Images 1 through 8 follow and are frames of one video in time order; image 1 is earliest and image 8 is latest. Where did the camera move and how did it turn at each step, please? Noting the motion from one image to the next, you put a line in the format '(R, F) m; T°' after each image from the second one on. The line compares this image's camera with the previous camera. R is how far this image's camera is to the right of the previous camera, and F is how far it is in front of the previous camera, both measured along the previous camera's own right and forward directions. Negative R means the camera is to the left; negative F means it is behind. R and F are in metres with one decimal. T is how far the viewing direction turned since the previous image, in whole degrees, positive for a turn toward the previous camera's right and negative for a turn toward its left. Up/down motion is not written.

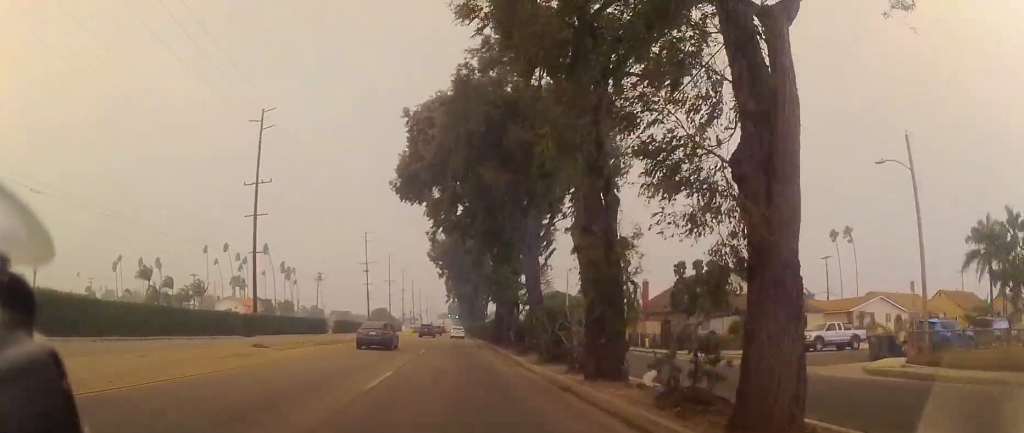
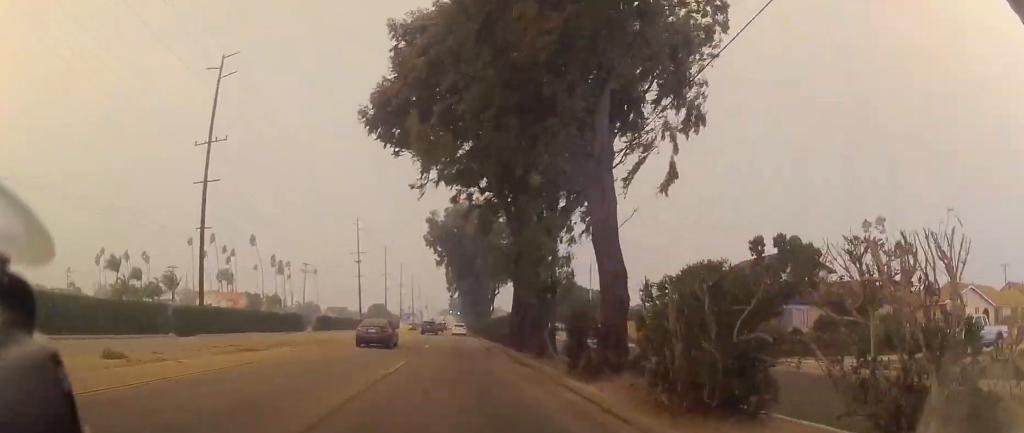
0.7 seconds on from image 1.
(0.0, +11.6) m; 0°
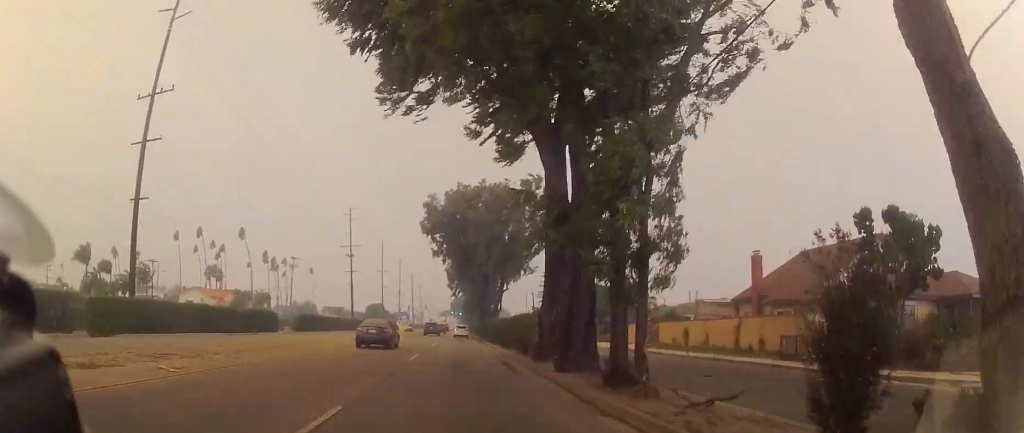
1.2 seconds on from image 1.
(0.0, +9.7) m; 0°
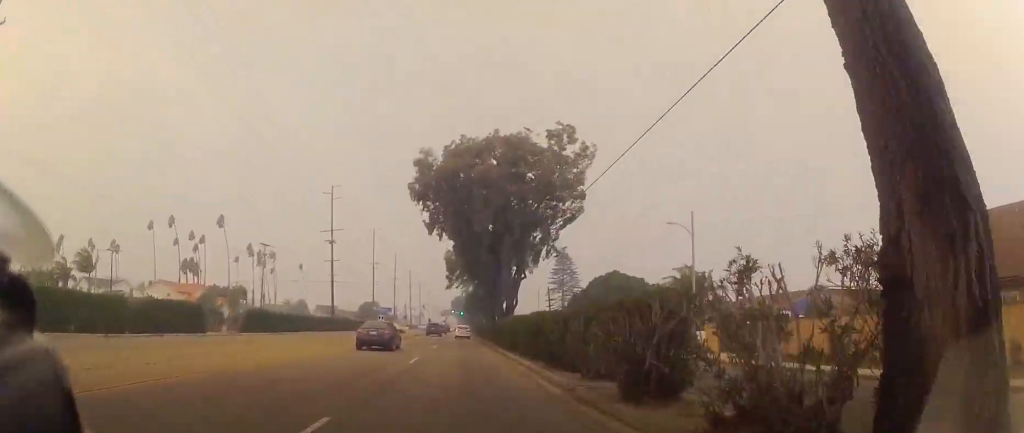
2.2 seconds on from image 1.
(0.0, +15.9) m; 0°
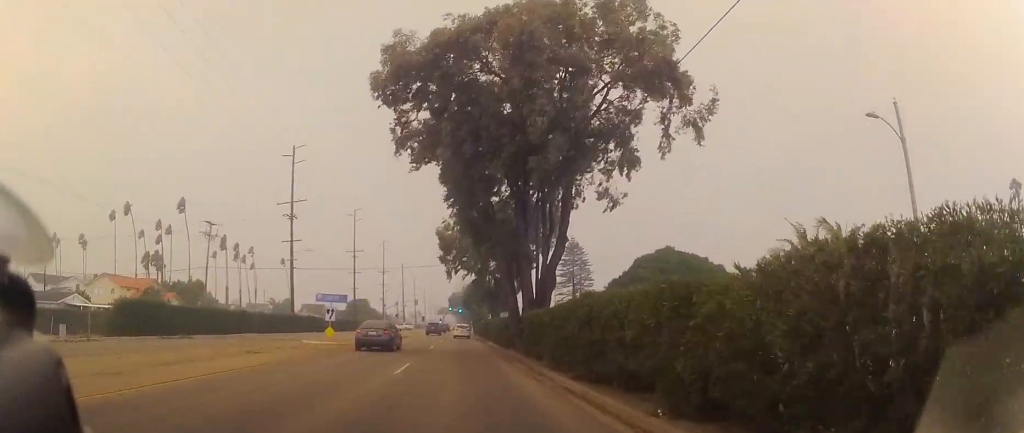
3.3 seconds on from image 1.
(0.0, +19.0) m; +1°
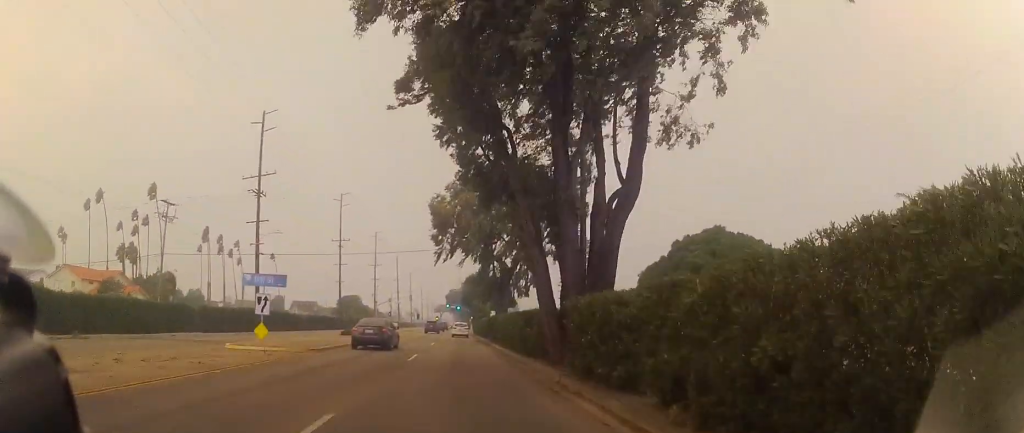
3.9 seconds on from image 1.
(0.0, +10.4) m; +1°
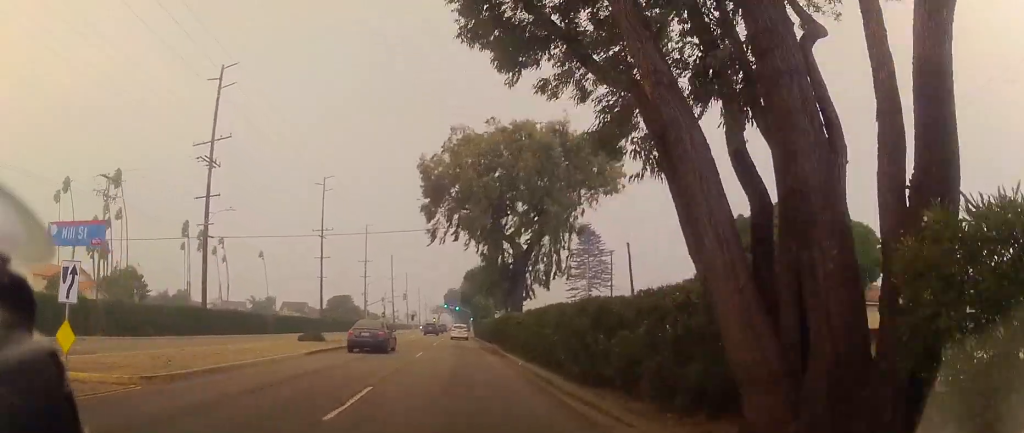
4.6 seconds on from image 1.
(+0.3, +10.6) m; 0°
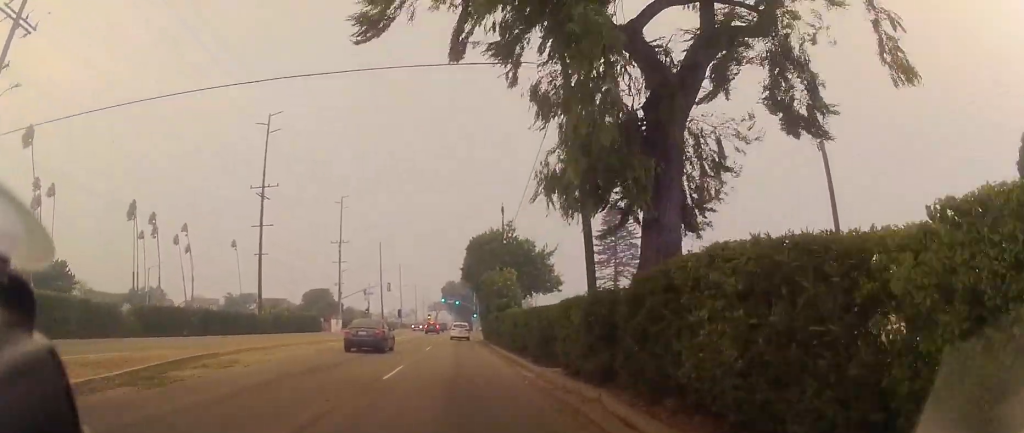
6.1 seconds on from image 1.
(-0.4, +23.5) m; -1°
